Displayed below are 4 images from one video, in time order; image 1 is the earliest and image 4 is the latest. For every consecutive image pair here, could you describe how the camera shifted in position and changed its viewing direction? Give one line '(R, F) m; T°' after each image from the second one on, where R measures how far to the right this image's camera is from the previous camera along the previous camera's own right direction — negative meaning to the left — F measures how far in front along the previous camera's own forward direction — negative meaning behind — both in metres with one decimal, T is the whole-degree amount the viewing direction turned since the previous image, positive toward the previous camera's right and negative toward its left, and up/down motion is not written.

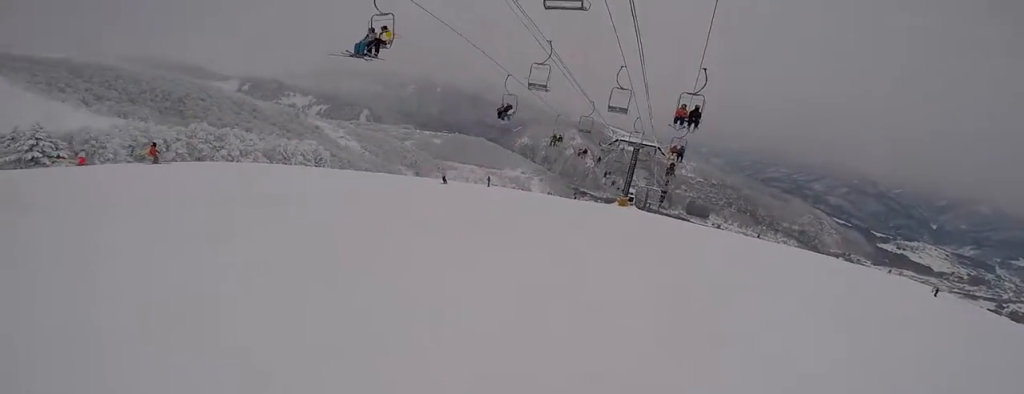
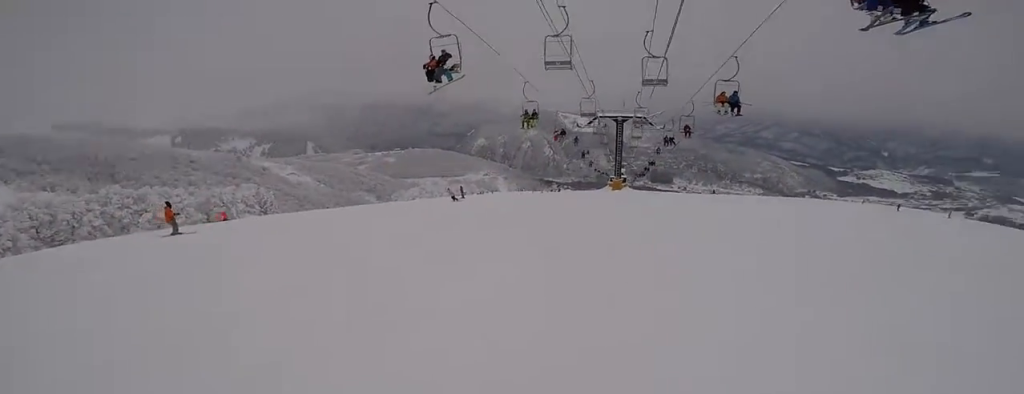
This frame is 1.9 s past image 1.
(-1.7, +7.5) m; -6°
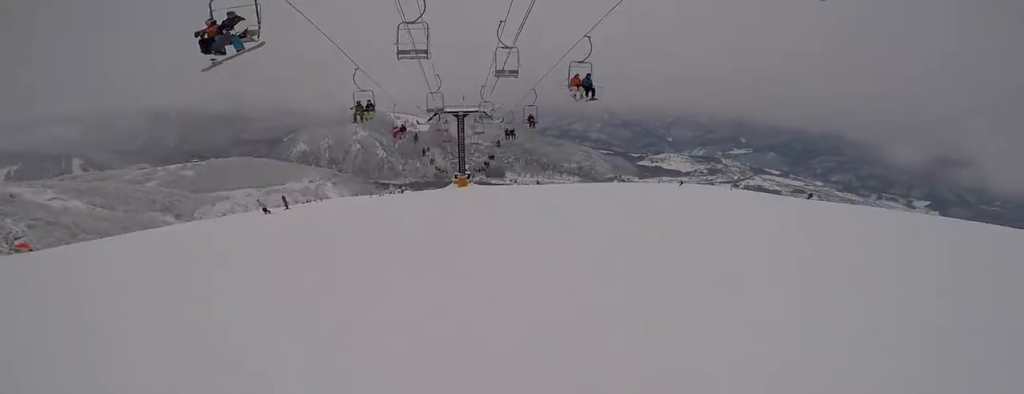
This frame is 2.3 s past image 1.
(-0.1, +2.1) m; +14°
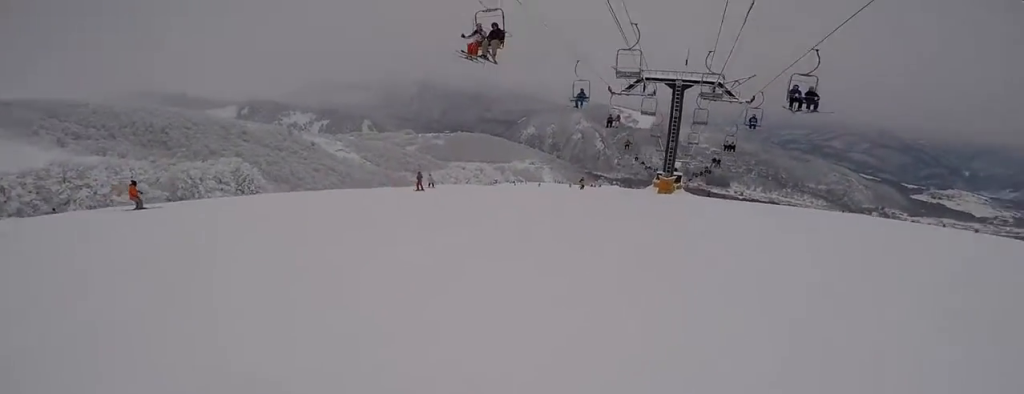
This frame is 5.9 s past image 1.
(+0.6, +13.7) m; -13°
